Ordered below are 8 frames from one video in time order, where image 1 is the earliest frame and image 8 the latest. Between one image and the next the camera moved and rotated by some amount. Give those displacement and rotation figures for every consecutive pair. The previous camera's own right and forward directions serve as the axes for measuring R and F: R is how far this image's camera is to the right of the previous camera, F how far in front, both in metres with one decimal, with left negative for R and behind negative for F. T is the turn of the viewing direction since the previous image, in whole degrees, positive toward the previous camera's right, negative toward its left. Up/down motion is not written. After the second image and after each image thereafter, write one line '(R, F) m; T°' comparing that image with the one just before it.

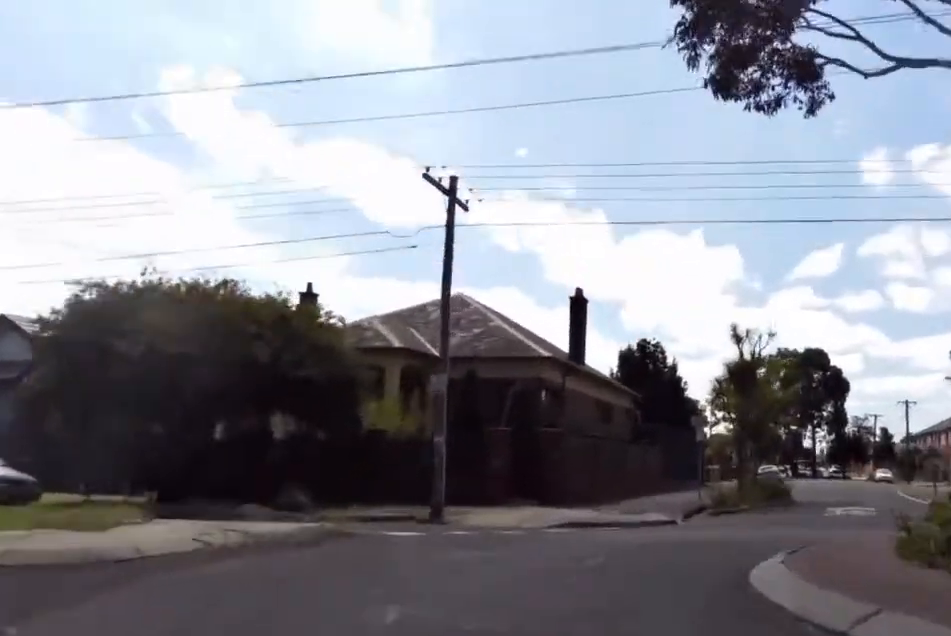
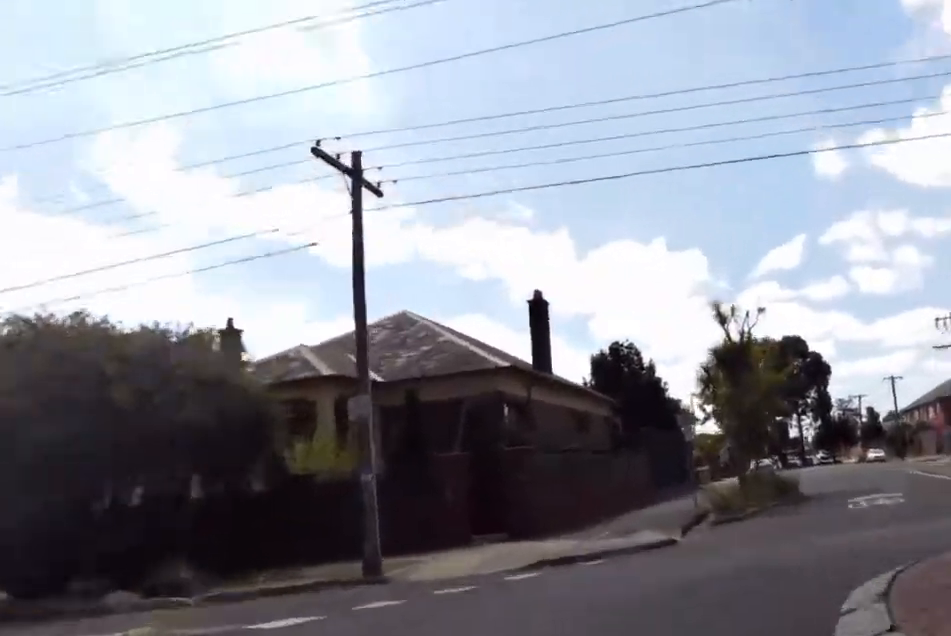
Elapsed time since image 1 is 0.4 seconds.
(+0.3, +3.0) m; +6°
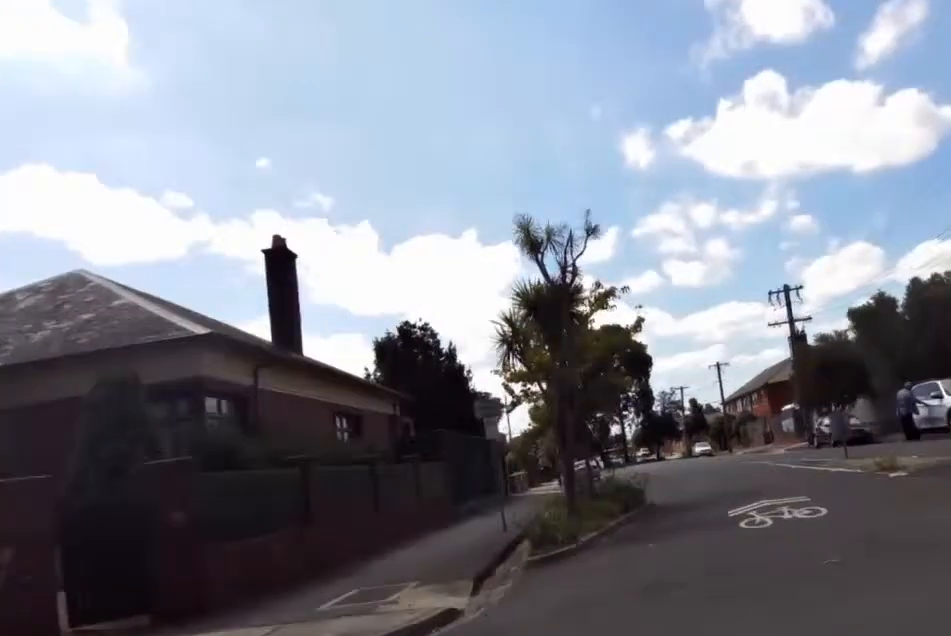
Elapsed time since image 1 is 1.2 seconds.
(+1.2, +6.2) m; +14°
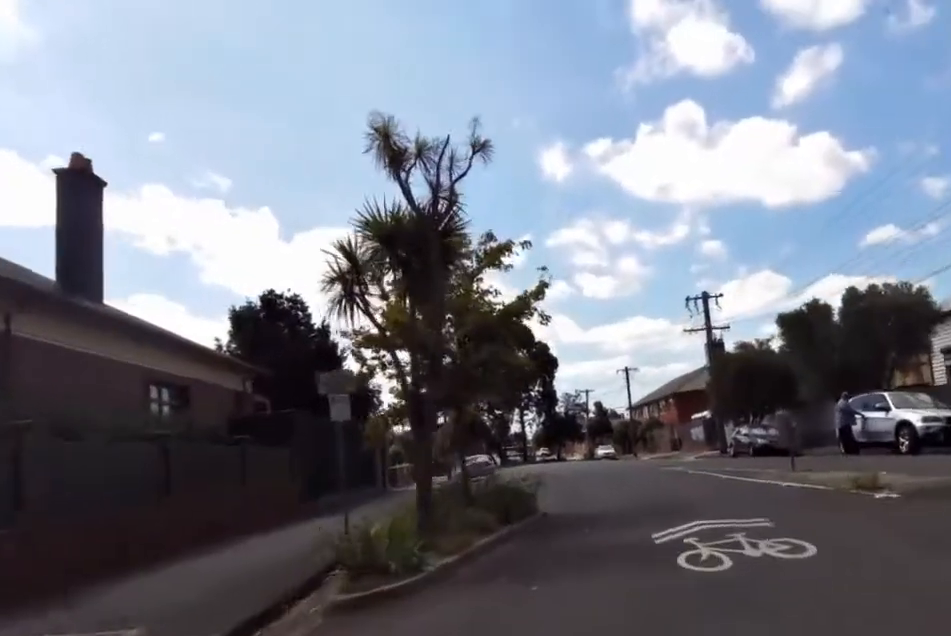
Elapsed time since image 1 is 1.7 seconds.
(+0.2, +3.6) m; +1°
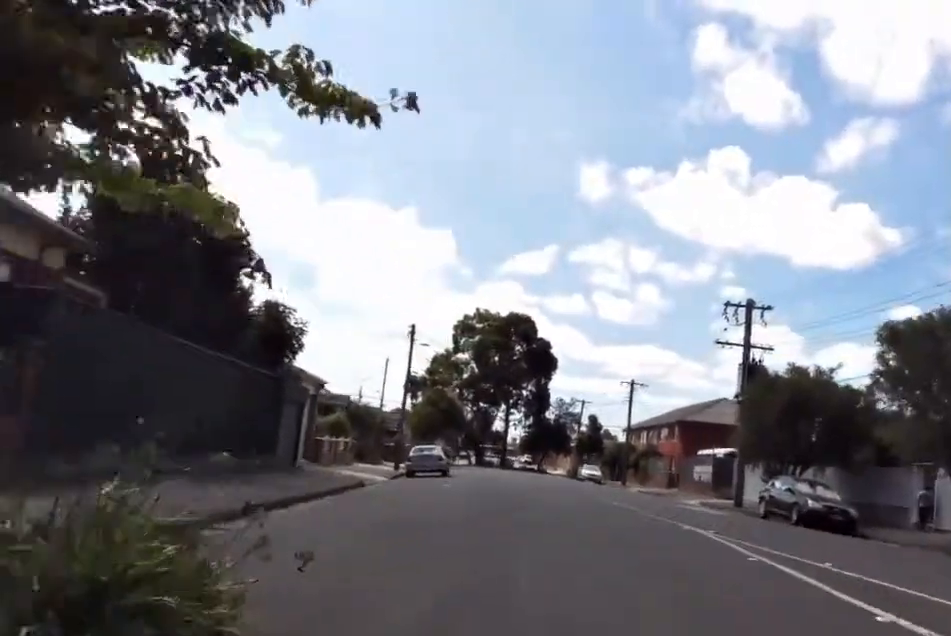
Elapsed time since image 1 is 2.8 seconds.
(+0.1, +9.1) m; -6°
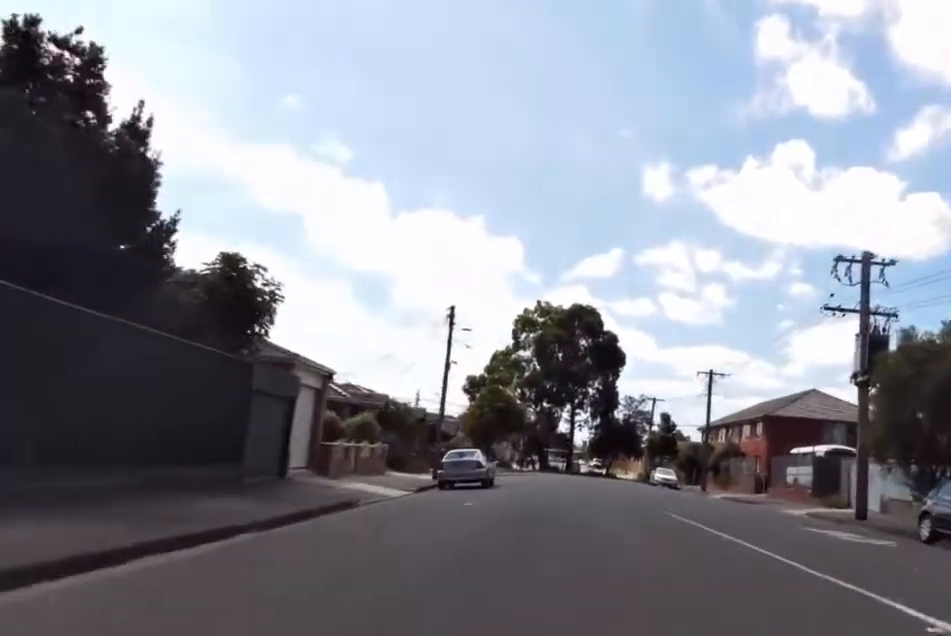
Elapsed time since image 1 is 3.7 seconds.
(-0.7, +7.2) m; -4°
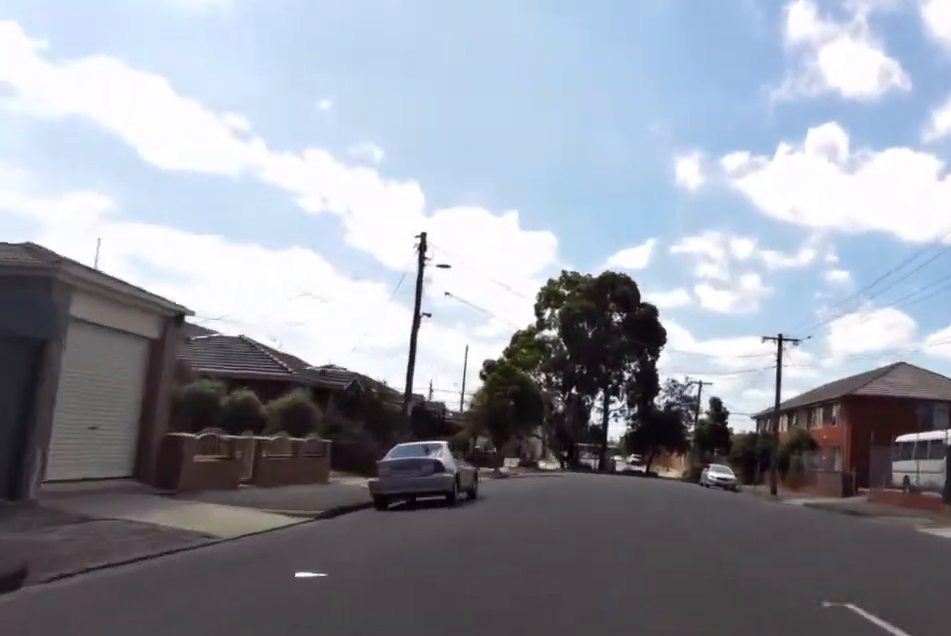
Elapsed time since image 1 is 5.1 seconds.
(+0.4, +11.1) m; +8°
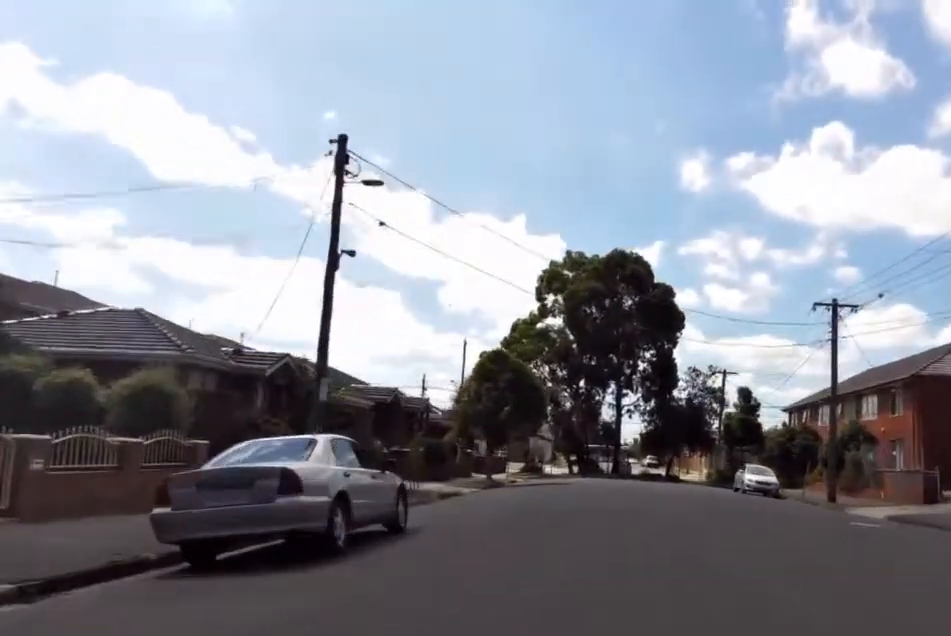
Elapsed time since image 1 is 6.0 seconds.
(+0.3, +8.0) m; -6°
